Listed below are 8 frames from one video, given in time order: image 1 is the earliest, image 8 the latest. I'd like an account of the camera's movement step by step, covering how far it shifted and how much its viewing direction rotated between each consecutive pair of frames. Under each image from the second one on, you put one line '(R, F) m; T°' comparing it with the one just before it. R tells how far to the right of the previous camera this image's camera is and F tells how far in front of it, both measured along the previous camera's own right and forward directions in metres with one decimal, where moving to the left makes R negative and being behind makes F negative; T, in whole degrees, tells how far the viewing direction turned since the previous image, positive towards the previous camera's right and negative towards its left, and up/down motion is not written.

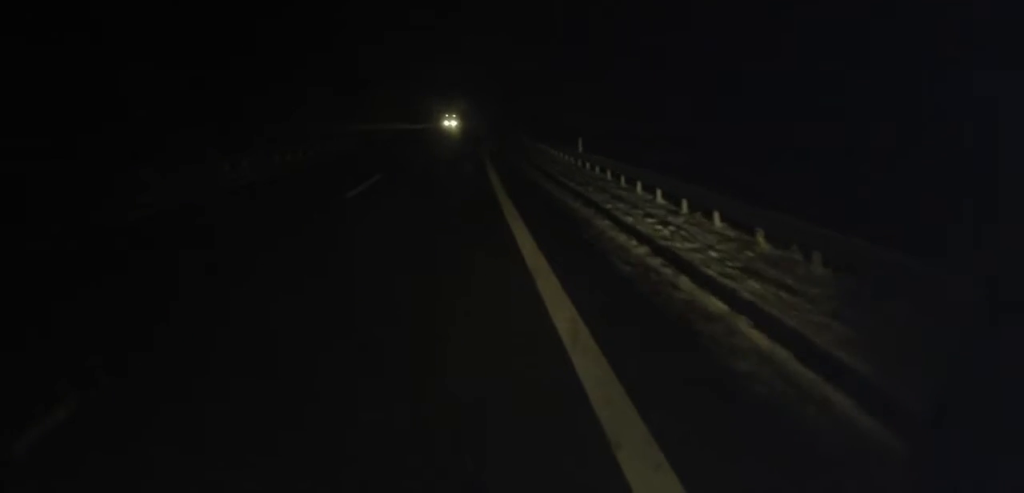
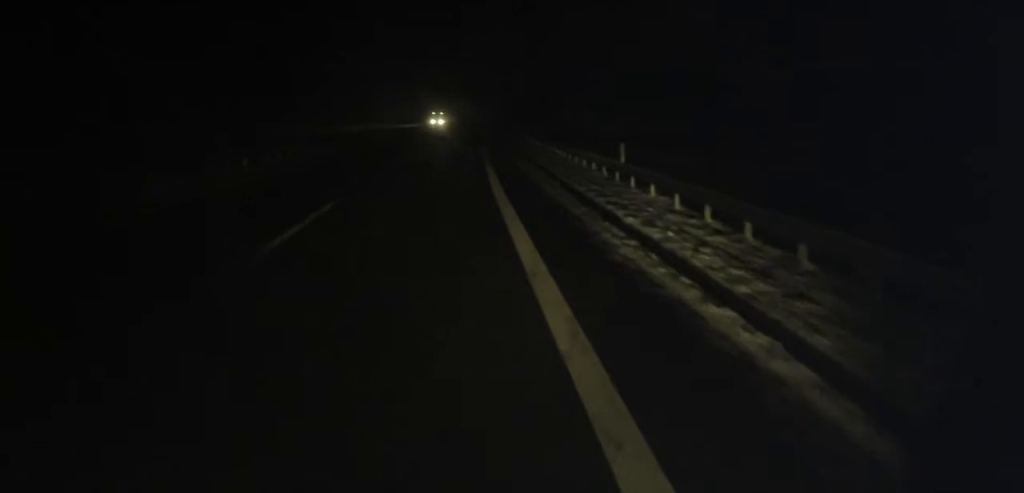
(0.0, +7.6) m; 0°
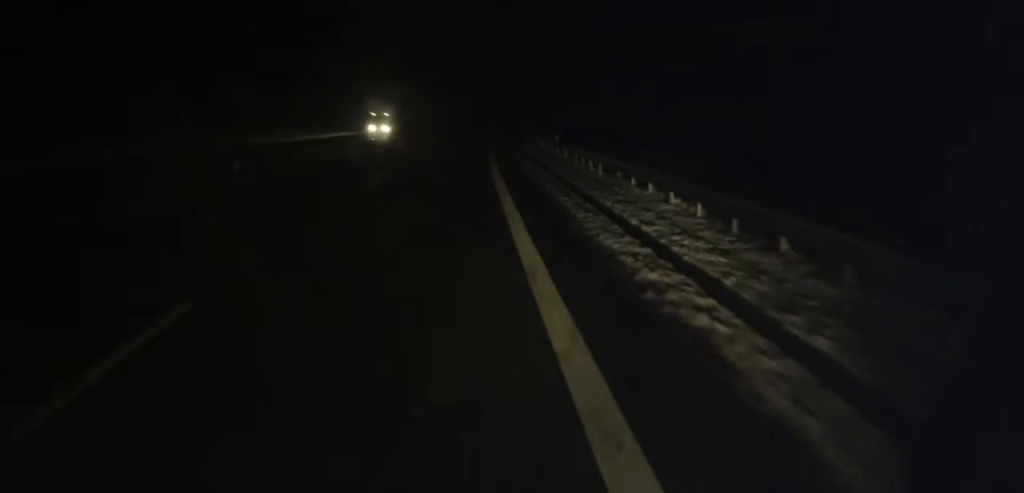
(+0.5, +24.7) m; +2°
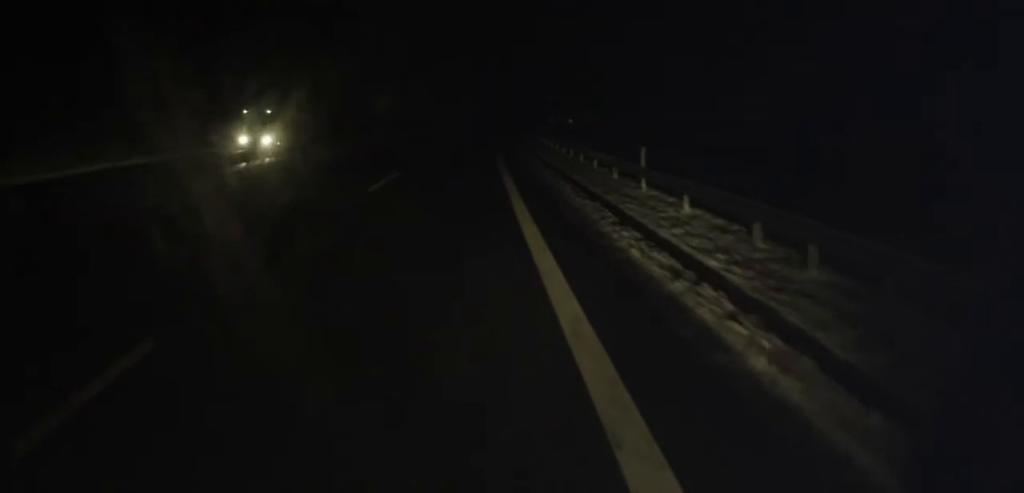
(0.0, +18.1) m; 0°
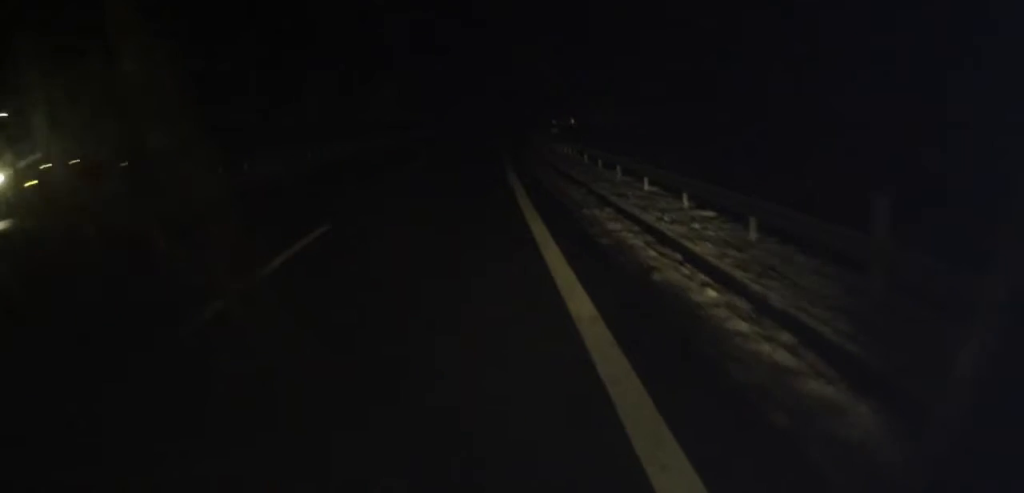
(0.0, +10.7) m; 0°
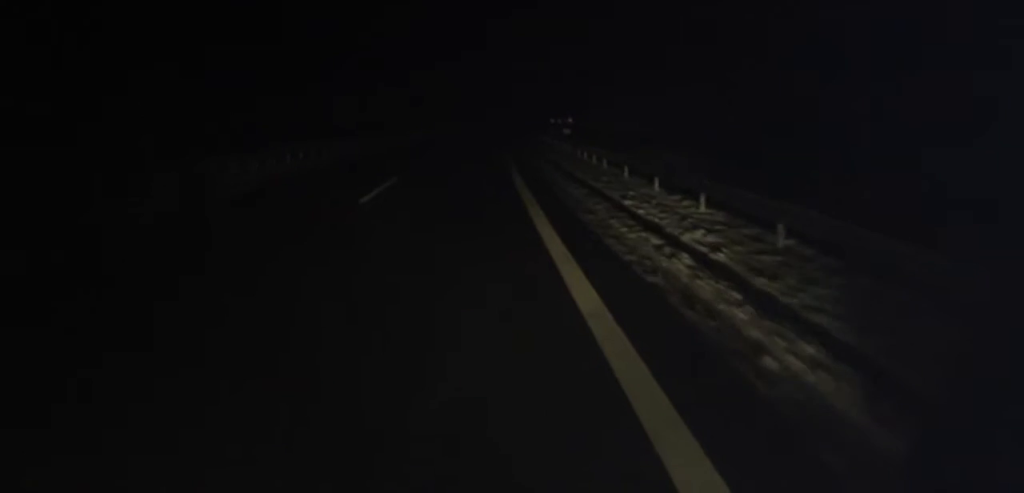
(0.0, +7.9) m; +1°
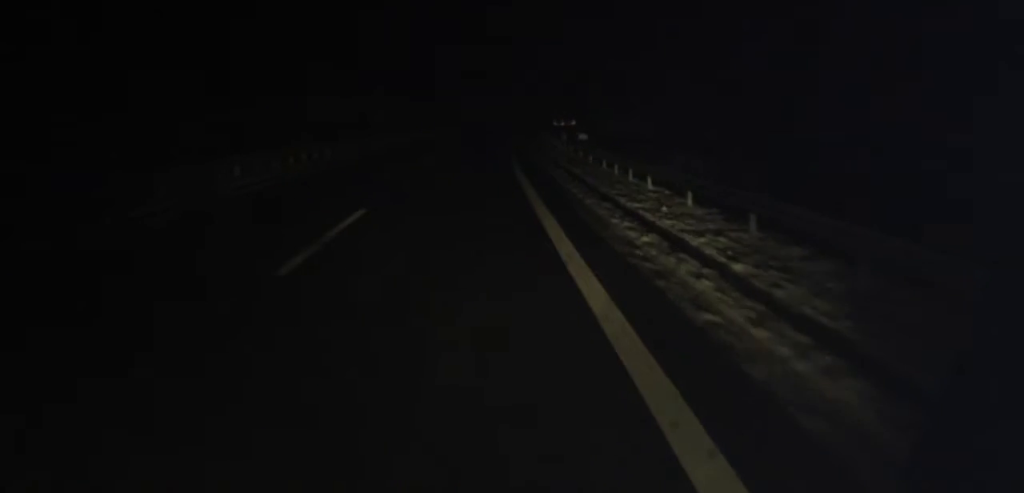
(0.0, +5.6) m; 0°
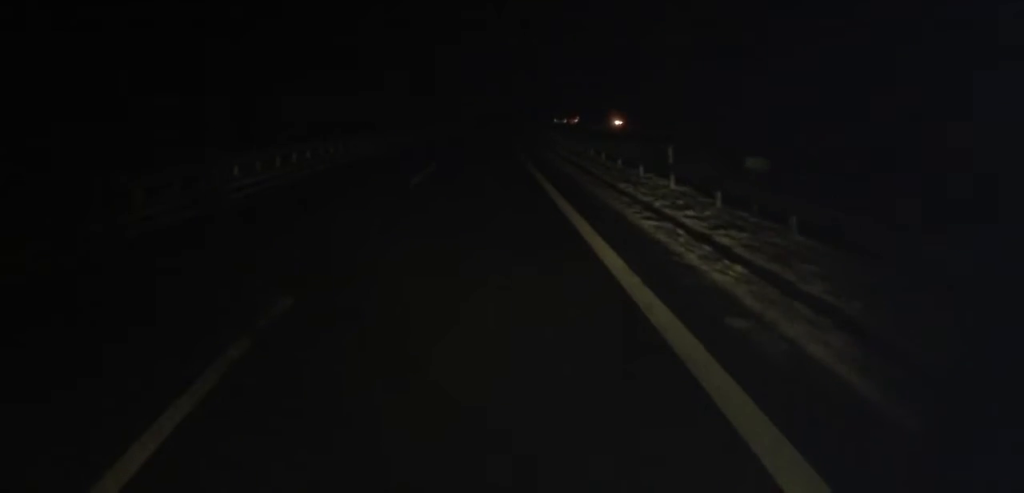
(+0.3, +19.9) m; 0°
